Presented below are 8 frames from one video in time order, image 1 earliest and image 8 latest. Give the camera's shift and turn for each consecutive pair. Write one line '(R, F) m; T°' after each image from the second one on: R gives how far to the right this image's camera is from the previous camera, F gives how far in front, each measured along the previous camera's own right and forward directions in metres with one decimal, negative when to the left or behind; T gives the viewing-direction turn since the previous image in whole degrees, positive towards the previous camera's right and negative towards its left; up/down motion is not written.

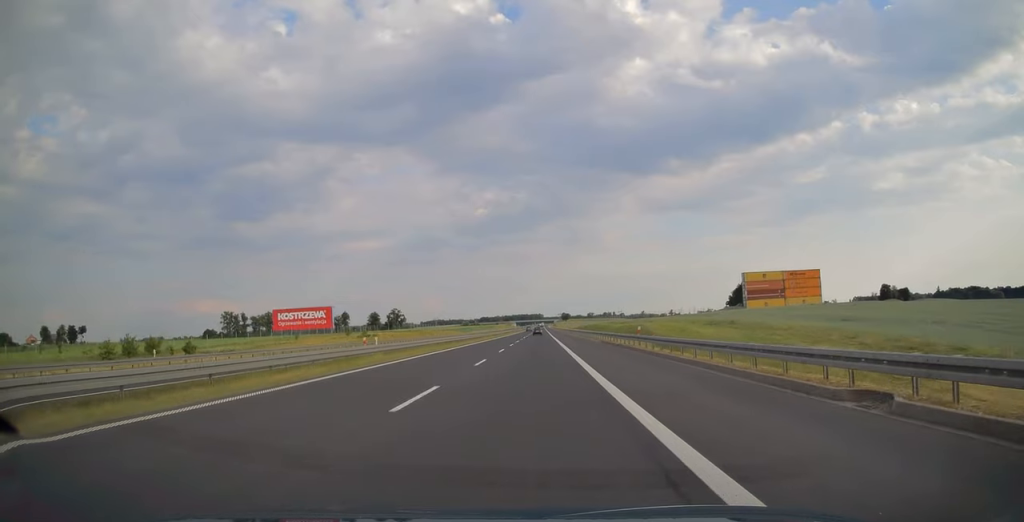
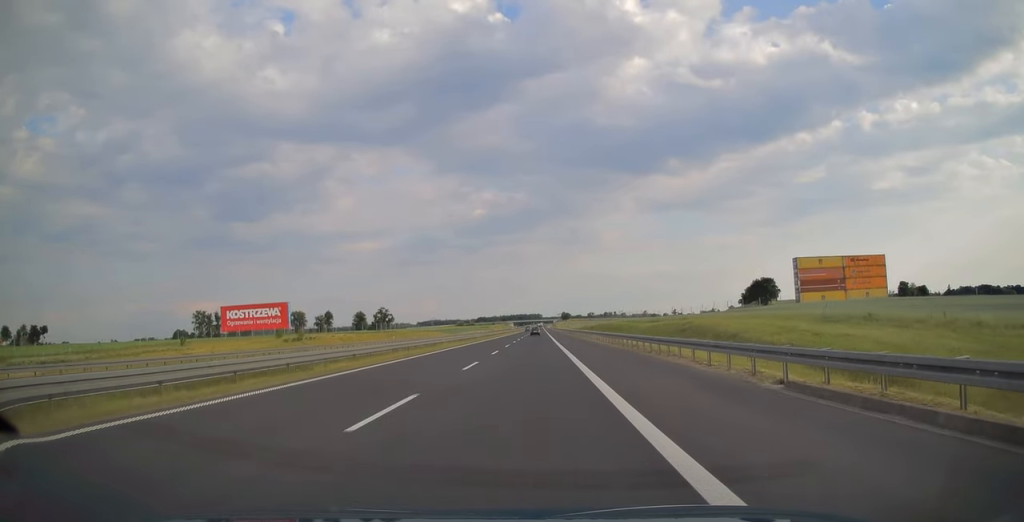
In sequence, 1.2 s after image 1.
(-0.1, +38.3) m; 0°
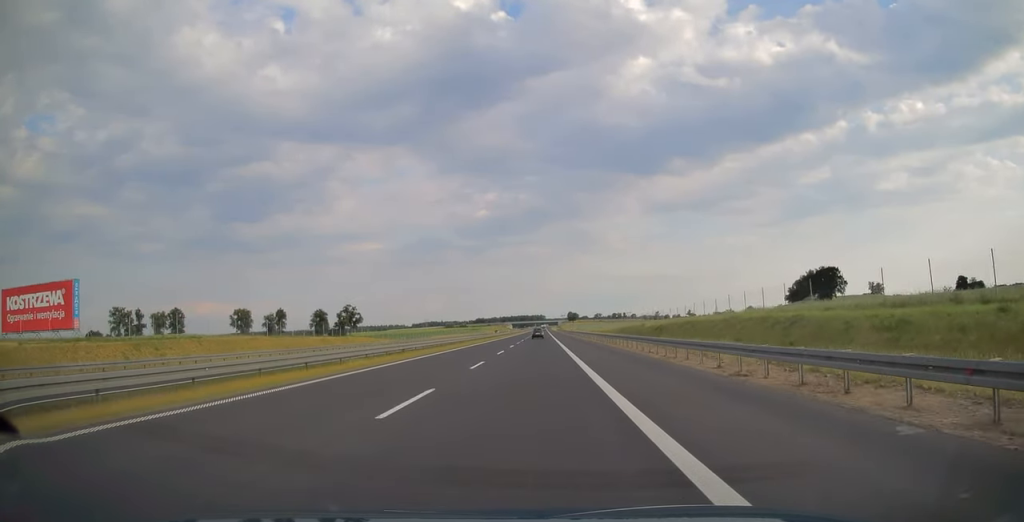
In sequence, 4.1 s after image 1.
(+0.1, +94.6) m; 0°
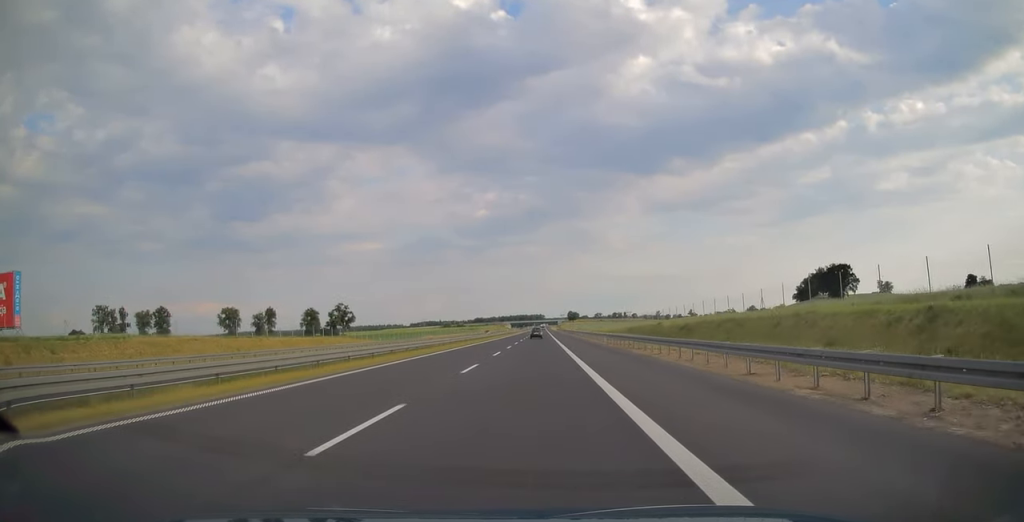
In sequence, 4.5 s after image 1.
(0.0, +14.7) m; 0°
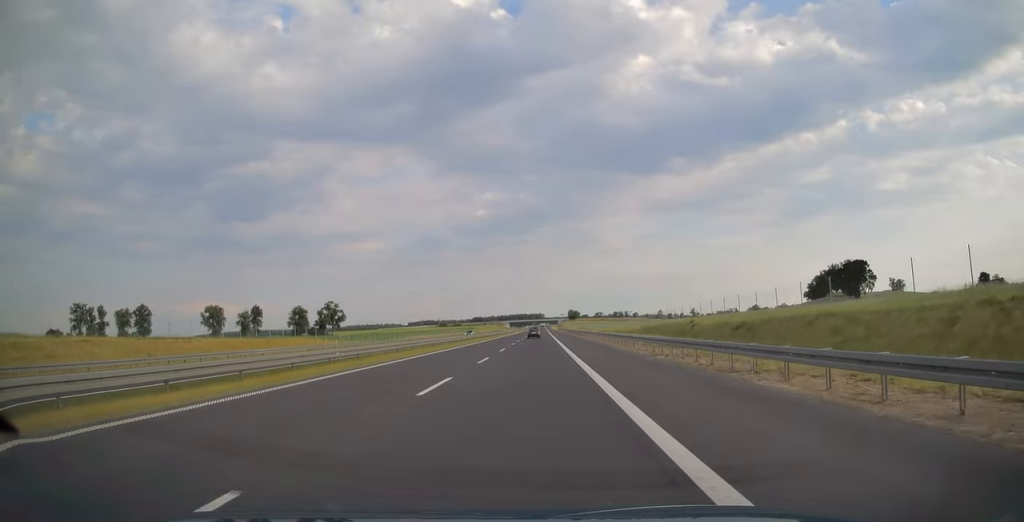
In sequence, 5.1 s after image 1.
(0.0, +18.5) m; 0°
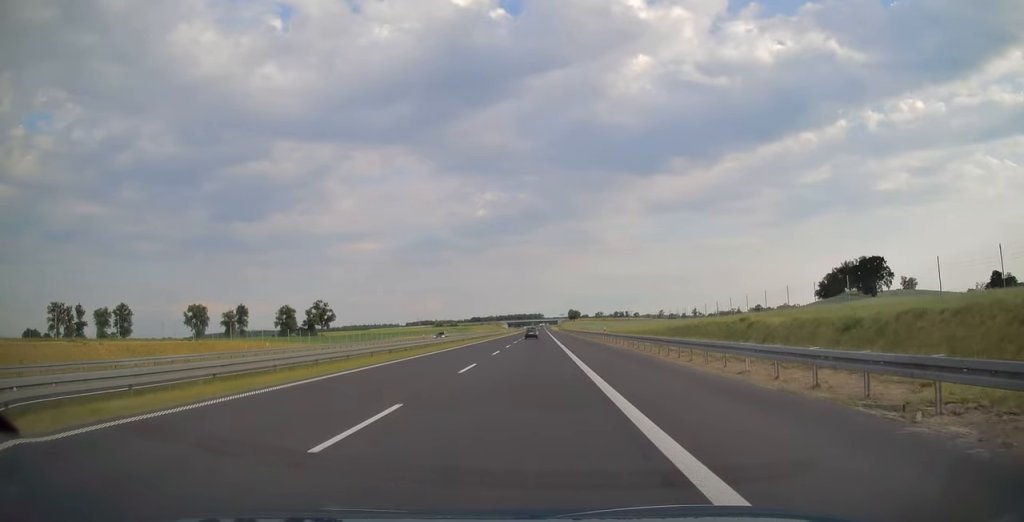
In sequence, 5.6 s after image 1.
(0.0, +17.4) m; 0°
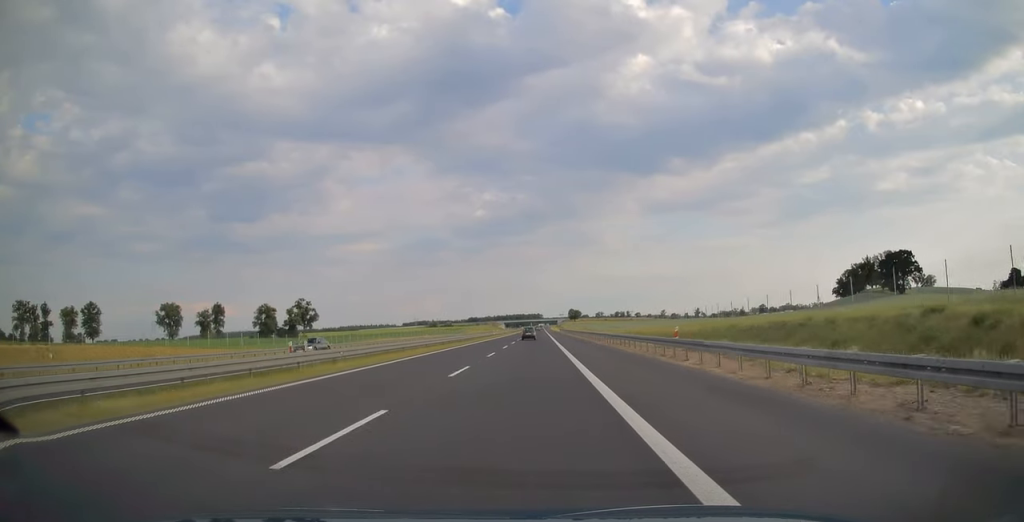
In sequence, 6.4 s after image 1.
(0.0, +25.6) m; 0°
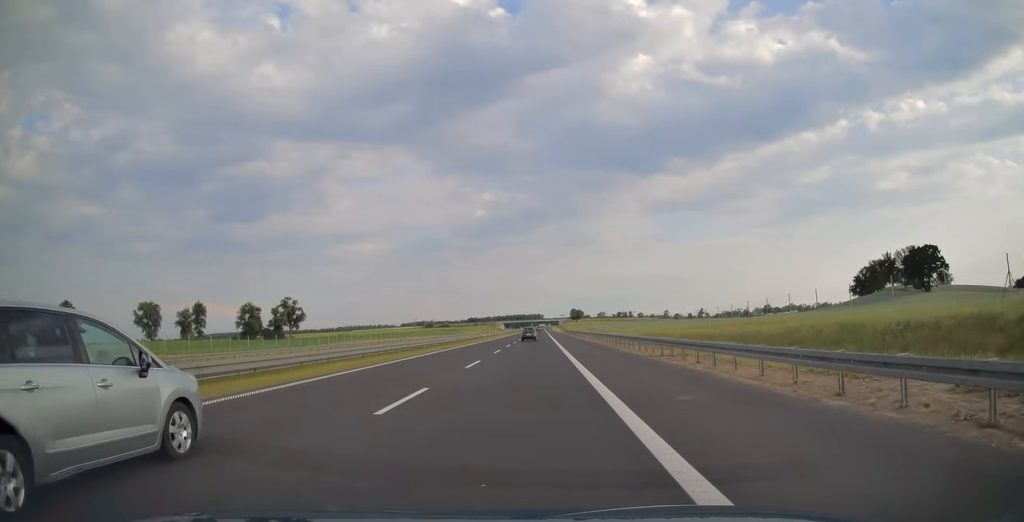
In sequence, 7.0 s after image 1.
(0.0, +19.6) m; 0°
